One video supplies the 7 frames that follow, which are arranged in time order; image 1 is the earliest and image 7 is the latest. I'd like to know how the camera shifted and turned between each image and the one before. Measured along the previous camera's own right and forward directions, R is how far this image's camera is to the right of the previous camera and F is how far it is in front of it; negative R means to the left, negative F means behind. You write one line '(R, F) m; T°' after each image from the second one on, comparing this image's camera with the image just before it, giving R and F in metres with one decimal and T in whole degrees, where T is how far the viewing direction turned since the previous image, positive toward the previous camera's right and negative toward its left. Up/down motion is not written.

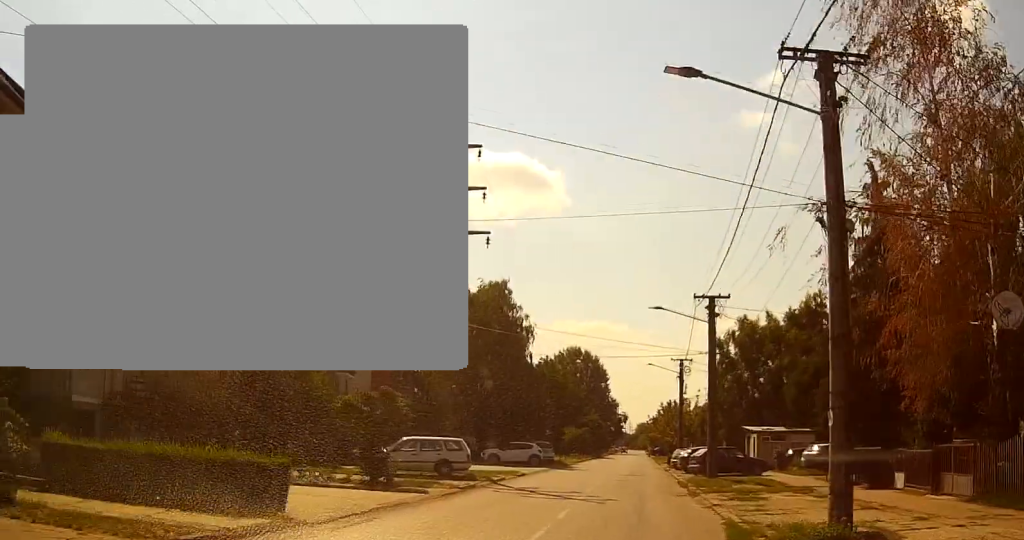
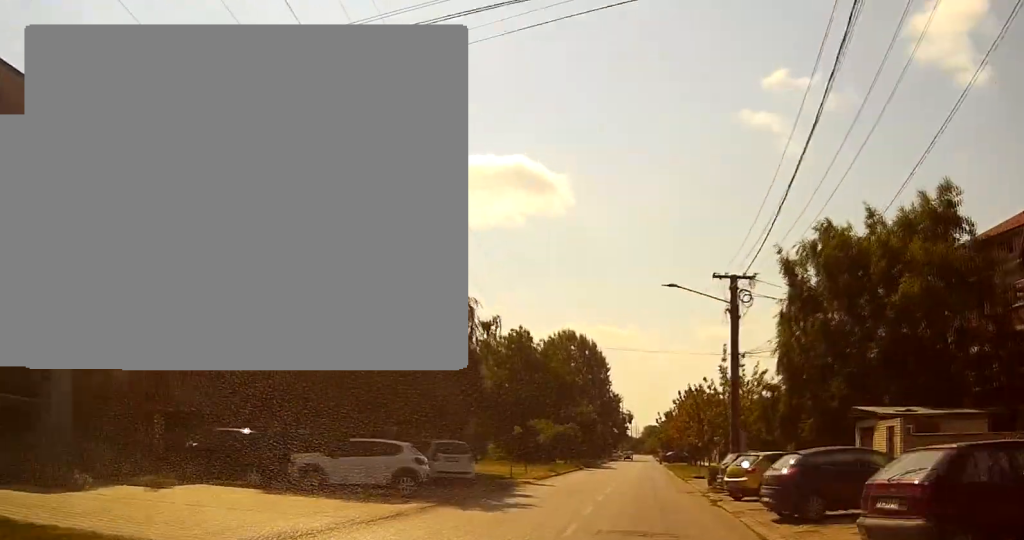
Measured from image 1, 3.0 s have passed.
(-0.1, +32.3) m; +1°
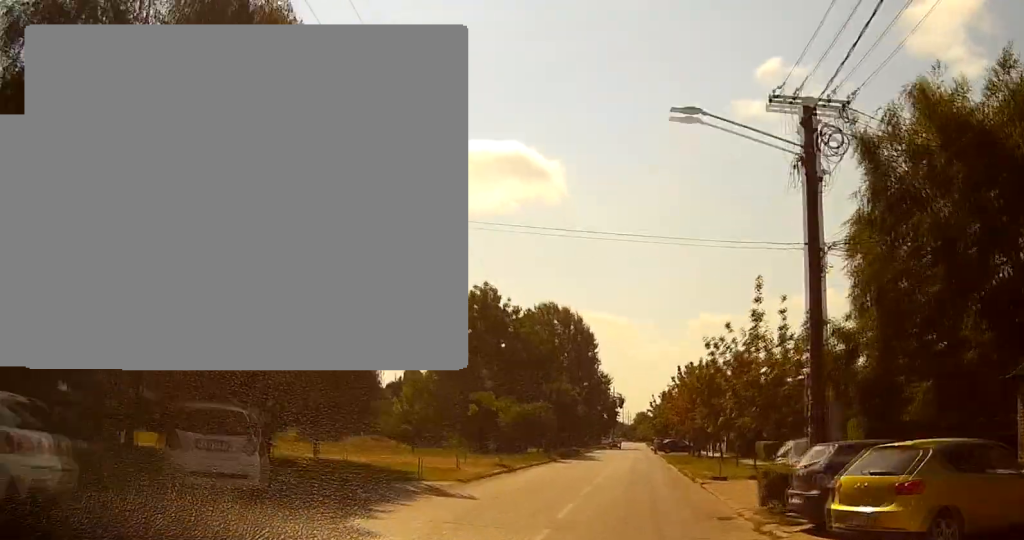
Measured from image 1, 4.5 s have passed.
(0.0, +16.3) m; 0°
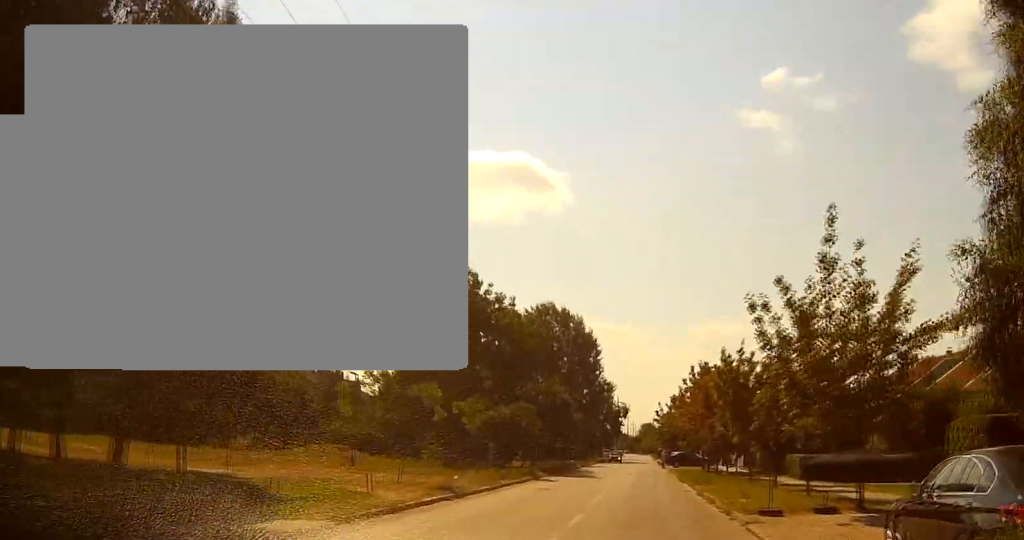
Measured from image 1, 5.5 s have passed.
(0.0, +11.1) m; 0°
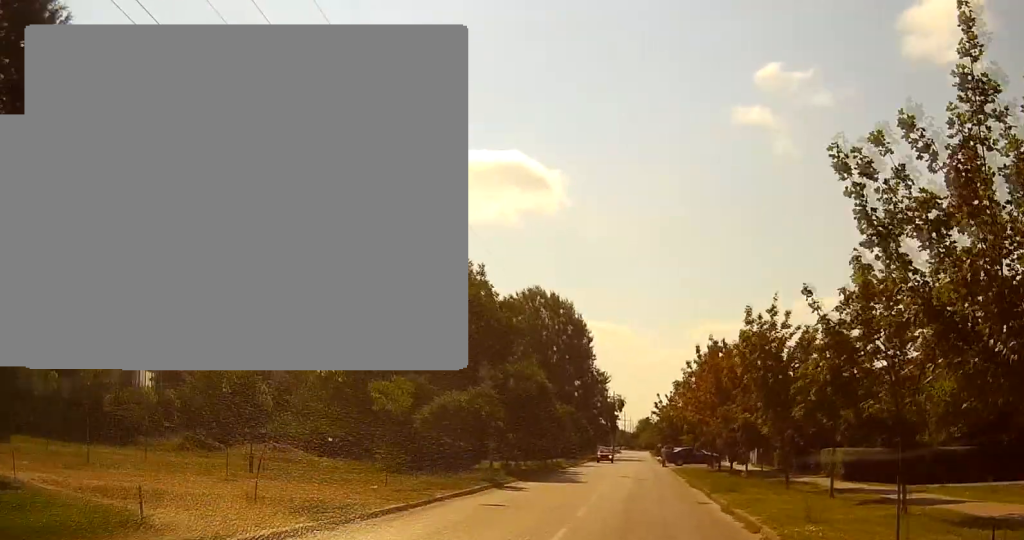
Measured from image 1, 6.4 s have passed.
(0.0, +10.3) m; 0°
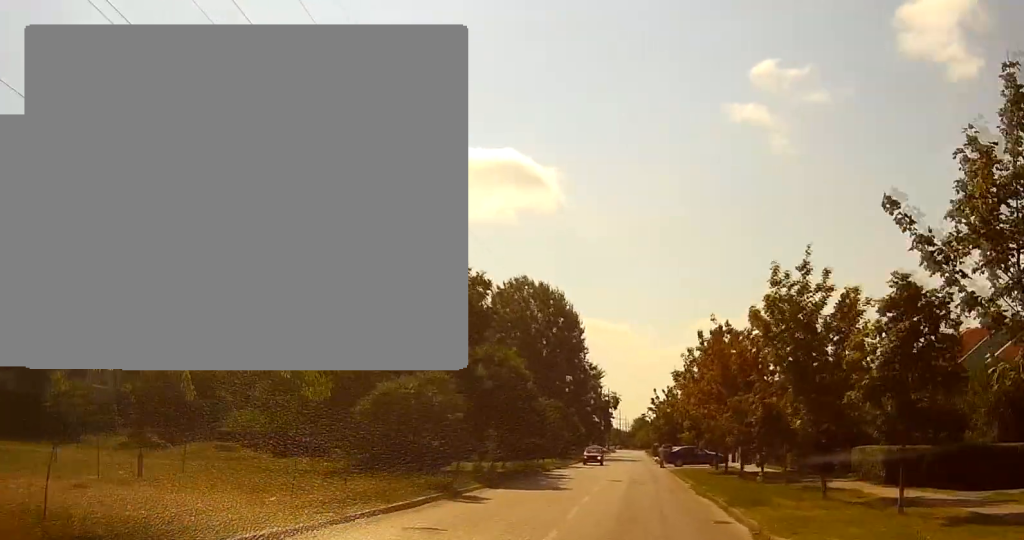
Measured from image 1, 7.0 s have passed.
(0.0, +6.7) m; 0°
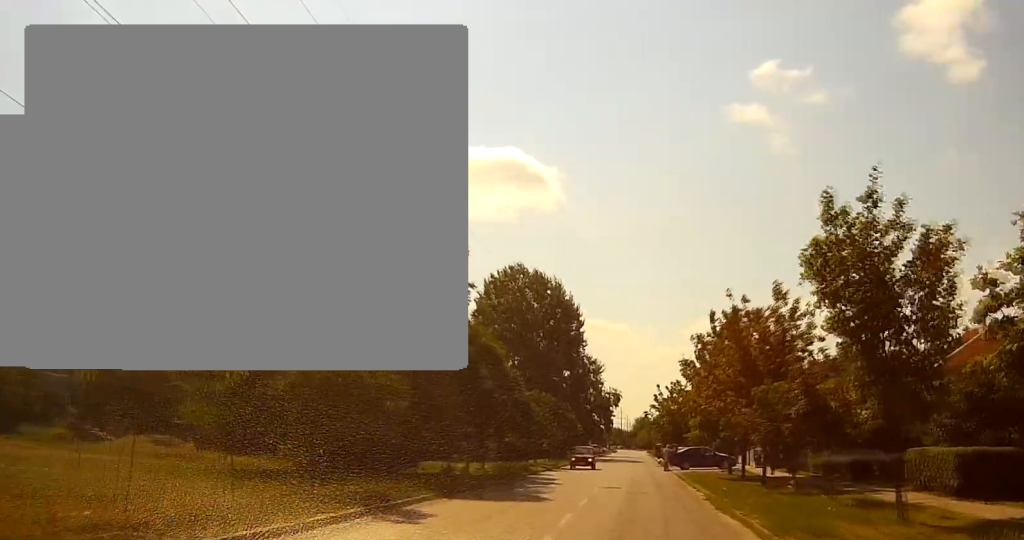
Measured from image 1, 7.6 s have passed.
(0.0, +6.6) m; 0°
